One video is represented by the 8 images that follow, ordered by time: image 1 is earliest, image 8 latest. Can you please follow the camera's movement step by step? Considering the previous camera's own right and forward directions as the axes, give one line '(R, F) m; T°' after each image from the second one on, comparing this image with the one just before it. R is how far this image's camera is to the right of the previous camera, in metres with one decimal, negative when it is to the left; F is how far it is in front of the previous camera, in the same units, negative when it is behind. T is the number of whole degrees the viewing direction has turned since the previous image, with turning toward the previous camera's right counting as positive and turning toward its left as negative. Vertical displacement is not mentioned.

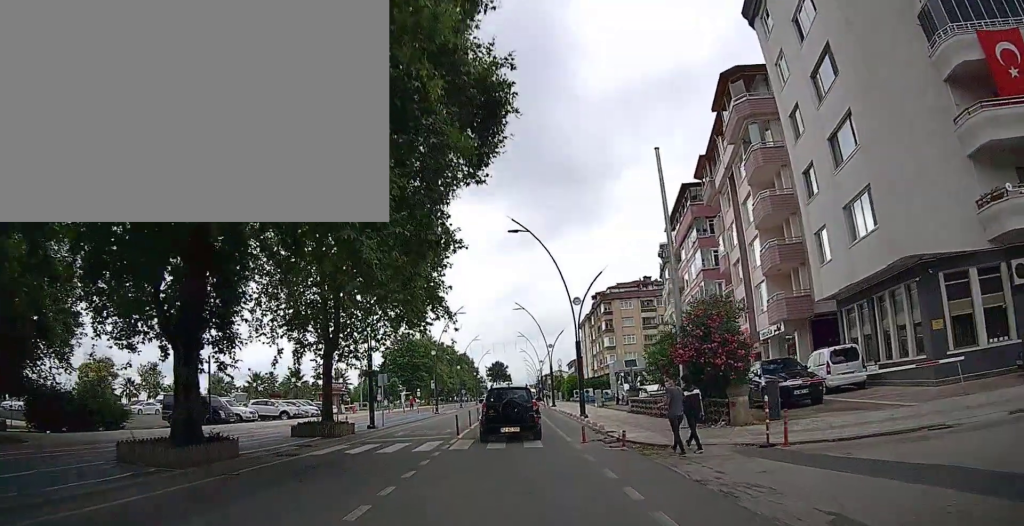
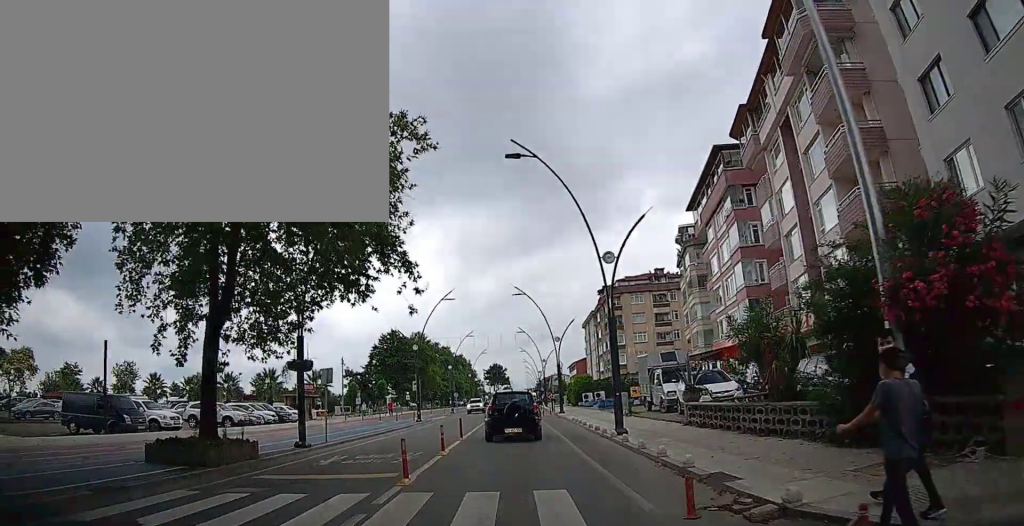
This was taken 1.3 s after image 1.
(+0.3, +9.2) m; +2°
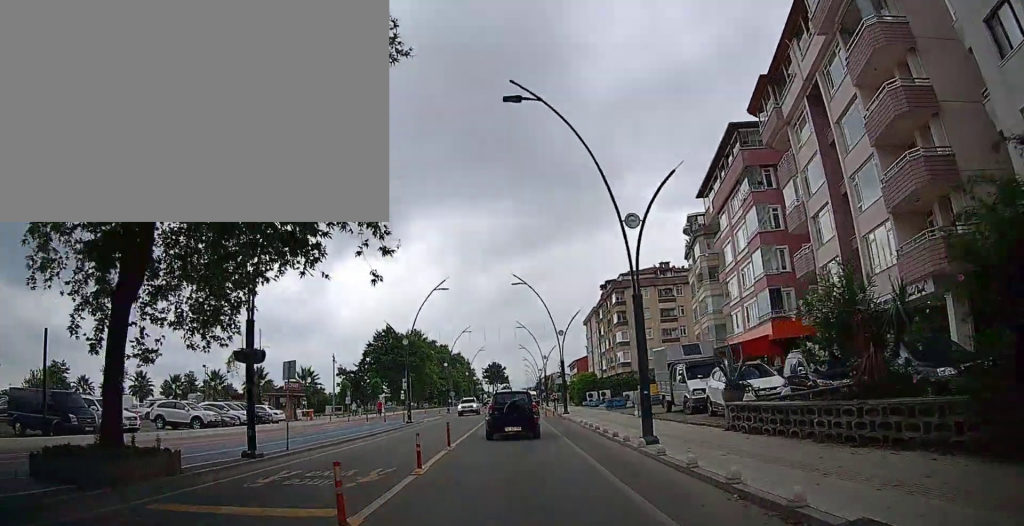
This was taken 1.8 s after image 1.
(0.0, +3.9) m; 0°
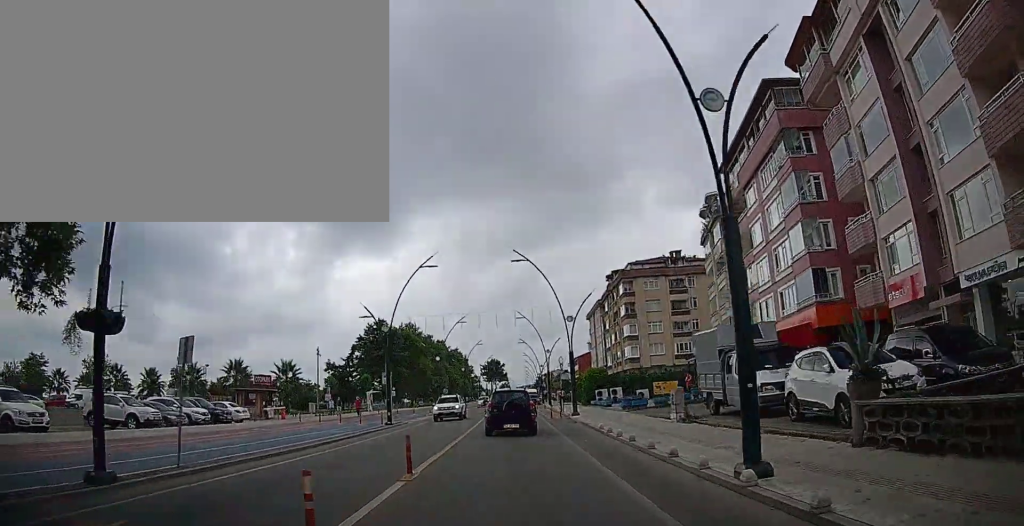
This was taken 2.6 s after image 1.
(0.0, +6.1) m; 0°
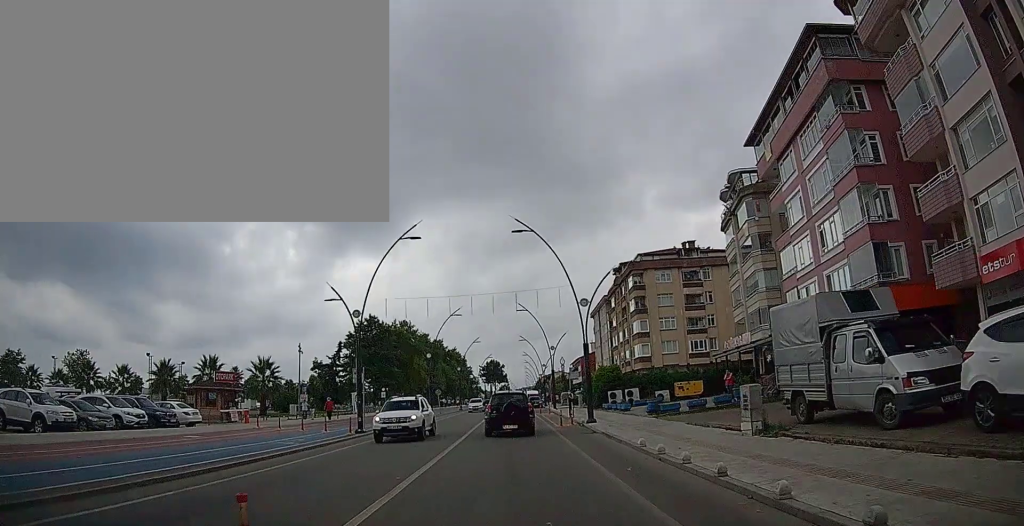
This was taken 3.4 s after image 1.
(0.0, +6.3) m; 0°
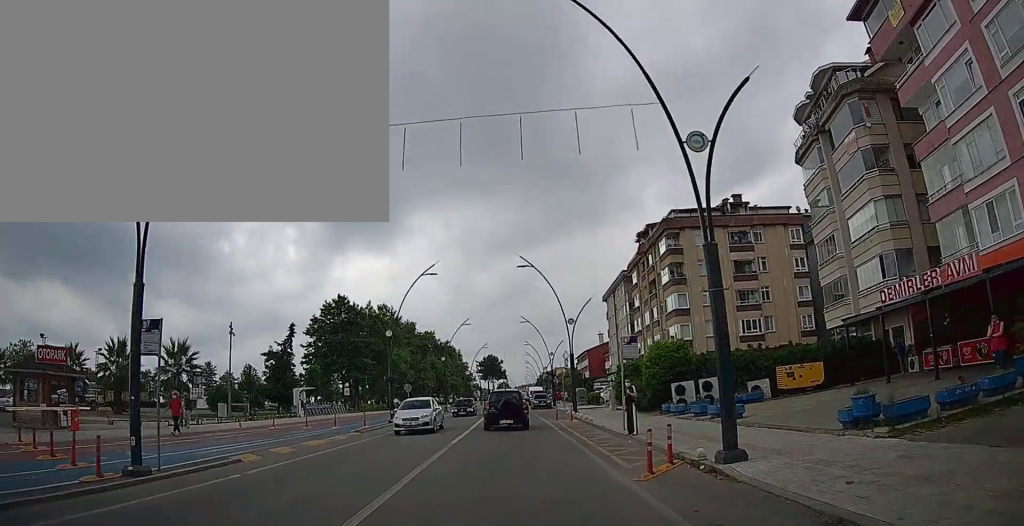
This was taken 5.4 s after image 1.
(0.0, +16.6) m; 0°
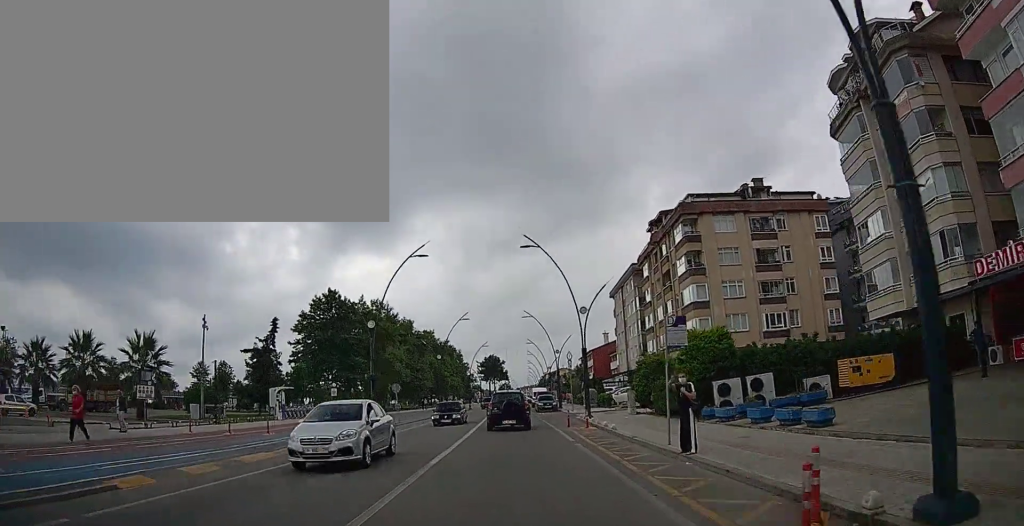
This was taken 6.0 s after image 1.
(0.0, +5.0) m; 0°
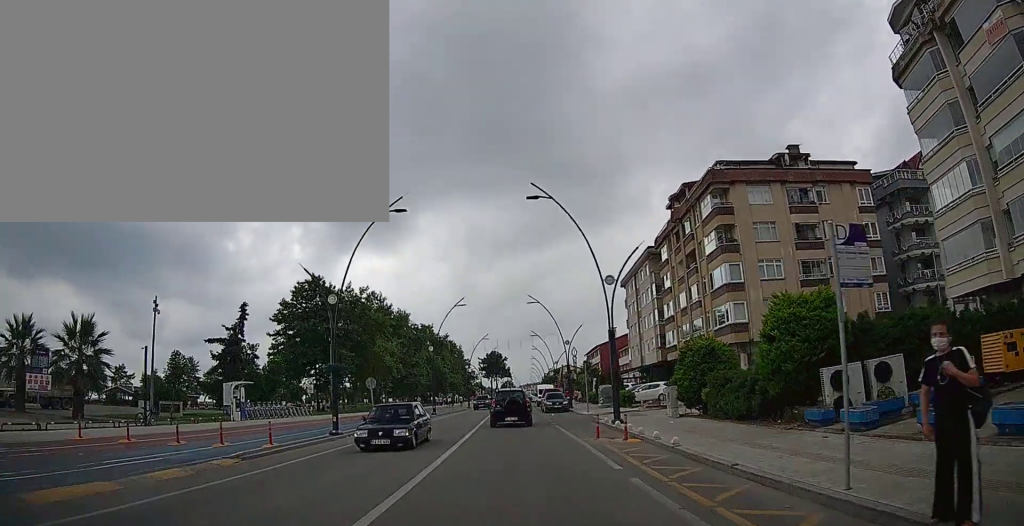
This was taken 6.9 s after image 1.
(0.0, +7.3) m; 0°
